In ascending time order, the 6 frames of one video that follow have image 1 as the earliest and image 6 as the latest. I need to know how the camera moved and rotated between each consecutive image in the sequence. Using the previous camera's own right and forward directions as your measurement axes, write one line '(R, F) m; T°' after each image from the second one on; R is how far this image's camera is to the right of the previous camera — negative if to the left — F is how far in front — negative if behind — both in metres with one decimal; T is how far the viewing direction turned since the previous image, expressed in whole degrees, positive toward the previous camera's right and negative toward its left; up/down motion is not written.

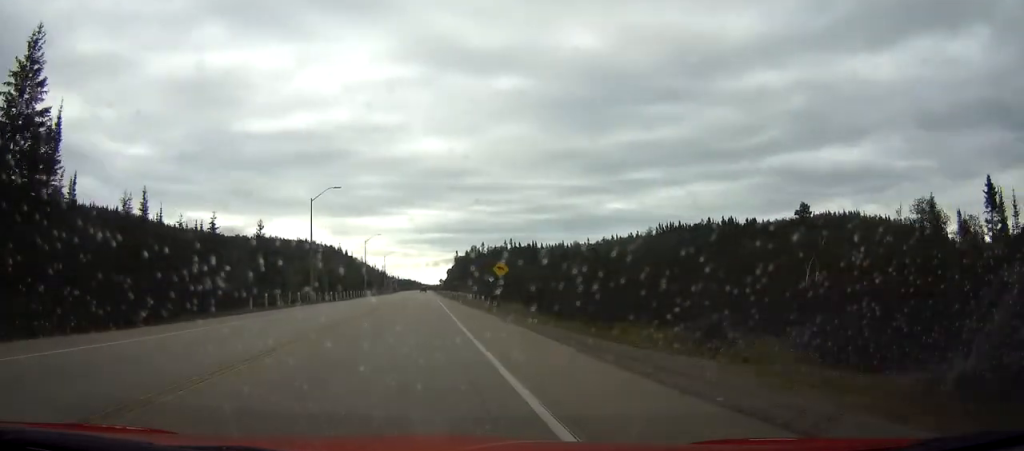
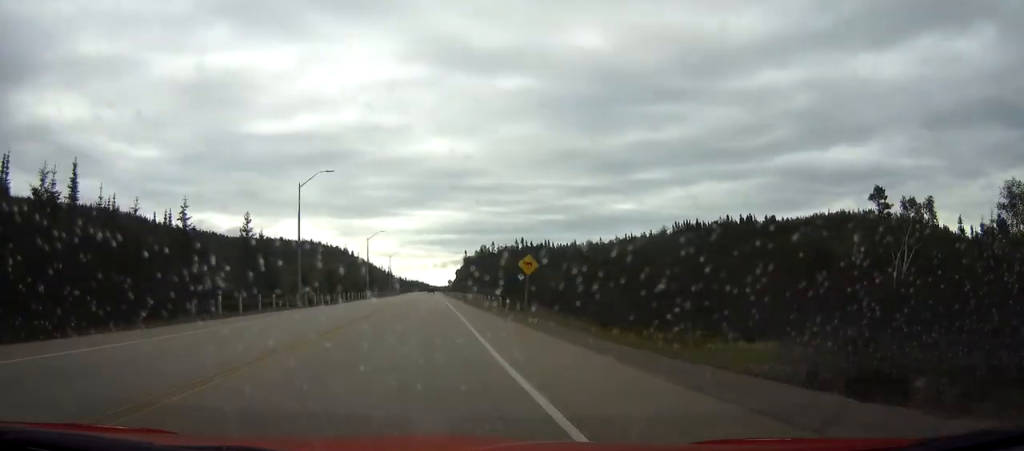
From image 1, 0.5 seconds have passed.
(0.0, +10.2) m; 0°
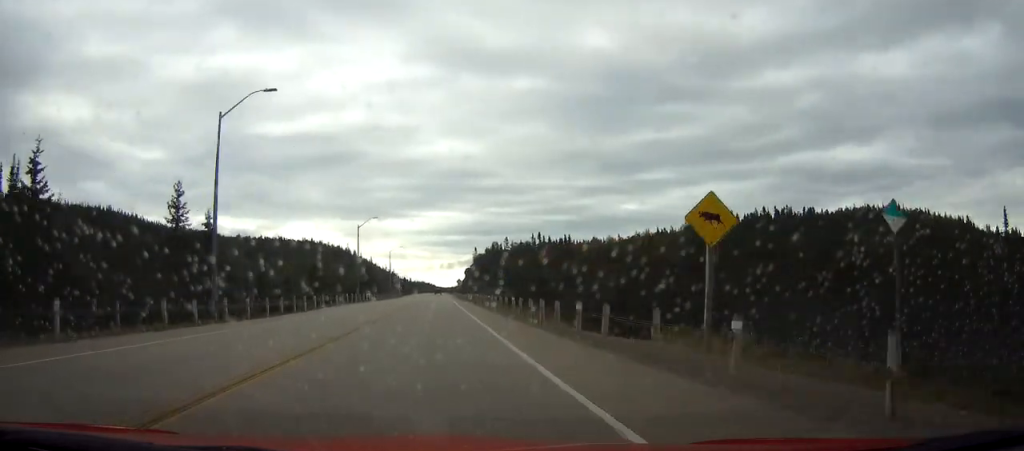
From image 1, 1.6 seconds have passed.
(0.0, +25.0) m; 0°
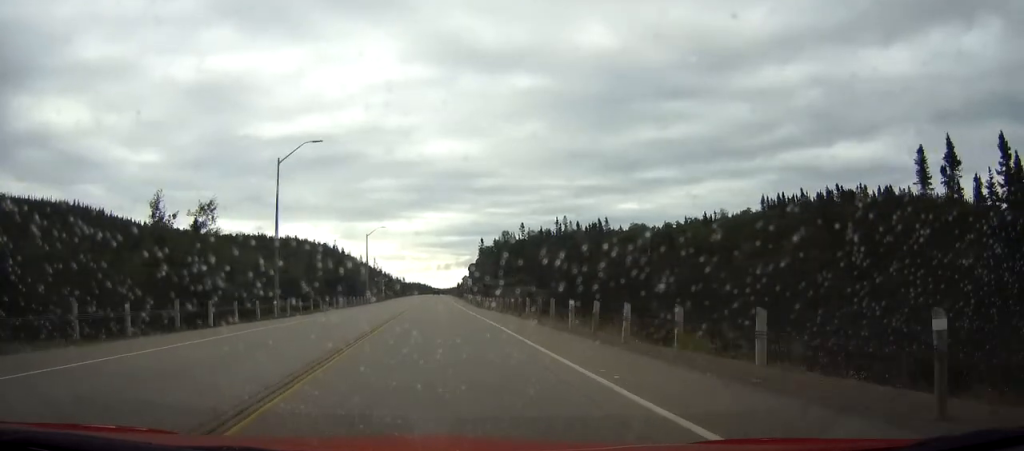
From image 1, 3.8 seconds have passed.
(0.0, +49.5) m; 0°
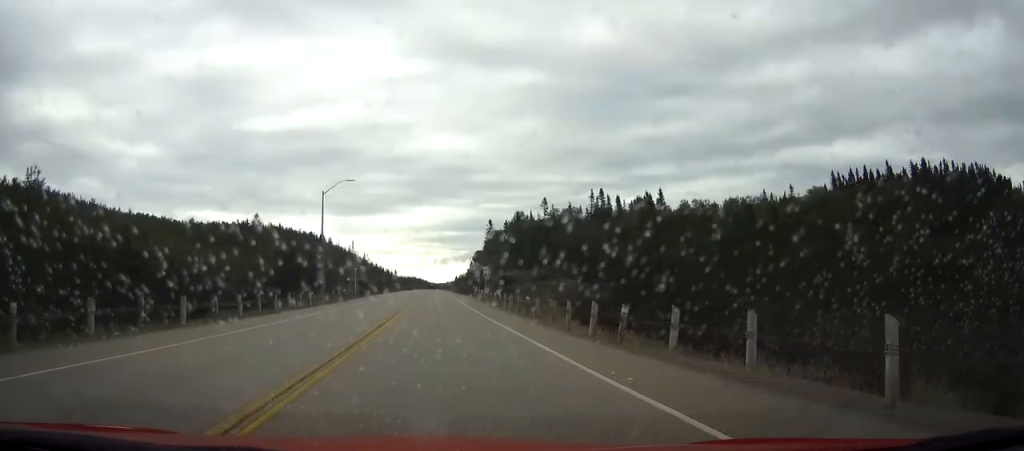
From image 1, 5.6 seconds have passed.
(0.0, +42.3) m; 0°
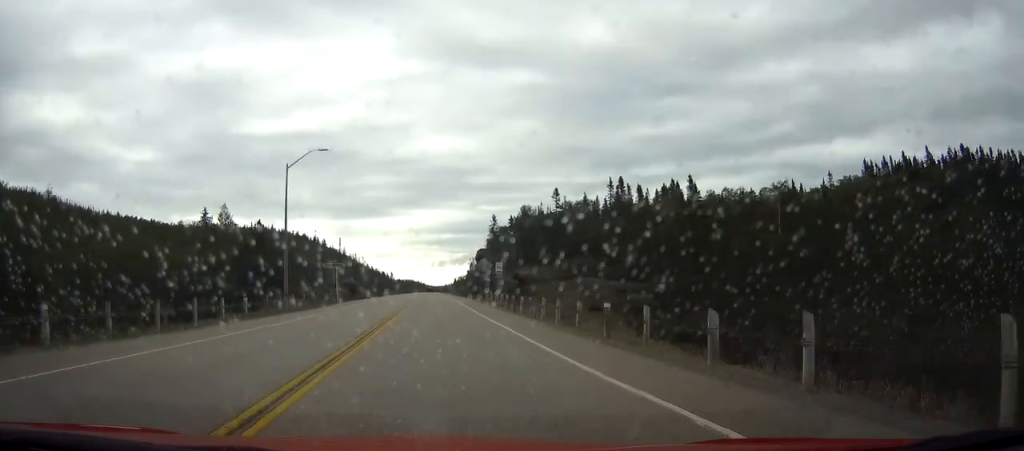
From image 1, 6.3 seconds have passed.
(0.0, +16.4) m; 0°
